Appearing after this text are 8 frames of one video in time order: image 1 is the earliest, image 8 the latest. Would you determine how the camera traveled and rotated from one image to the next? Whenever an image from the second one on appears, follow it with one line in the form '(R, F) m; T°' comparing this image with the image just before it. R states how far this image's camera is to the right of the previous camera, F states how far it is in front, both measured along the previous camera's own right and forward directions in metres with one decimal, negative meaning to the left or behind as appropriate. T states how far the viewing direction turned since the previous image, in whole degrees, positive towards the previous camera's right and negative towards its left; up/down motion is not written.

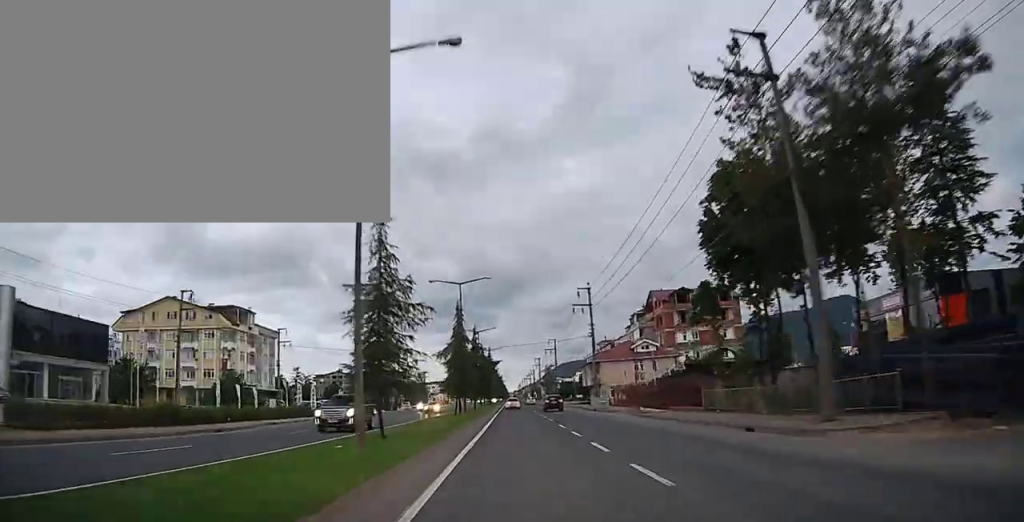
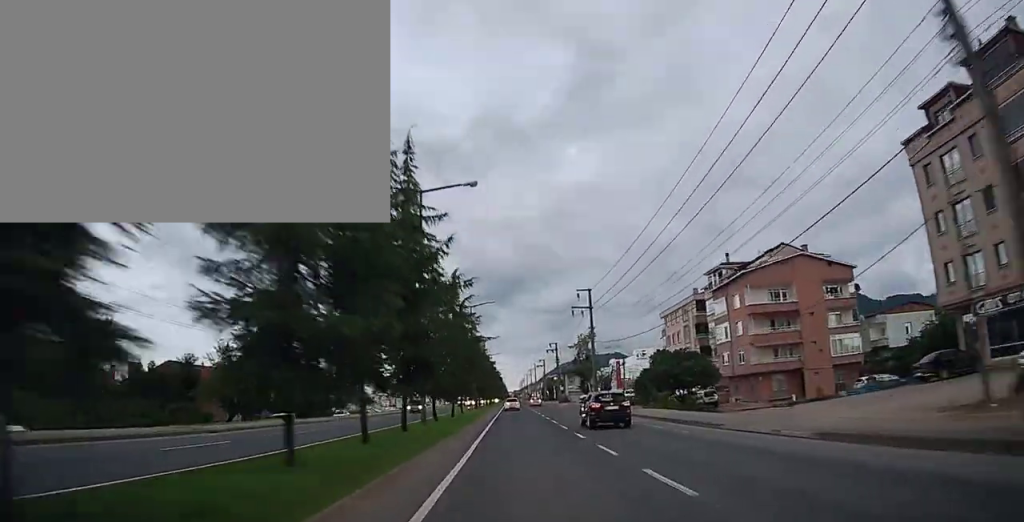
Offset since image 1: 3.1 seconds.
(+0.1, +93.0) m; 0°
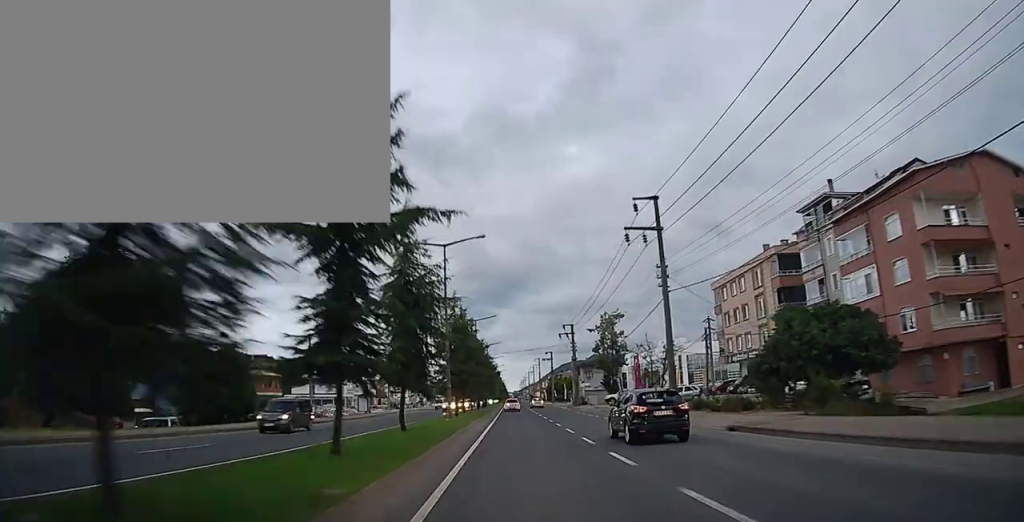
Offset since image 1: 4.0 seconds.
(-0.1, +26.0) m; 0°
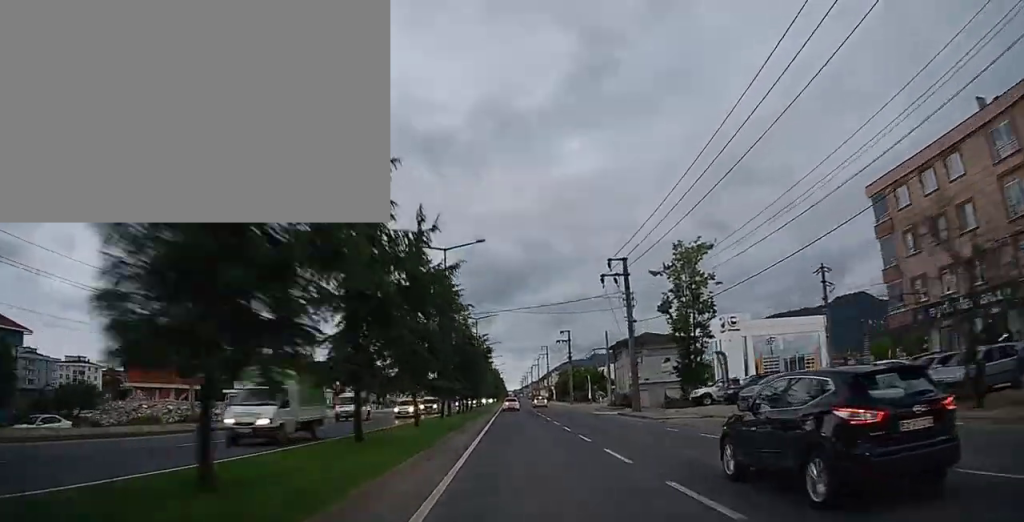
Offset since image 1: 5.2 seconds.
(0.0, +33.6) m; 0°
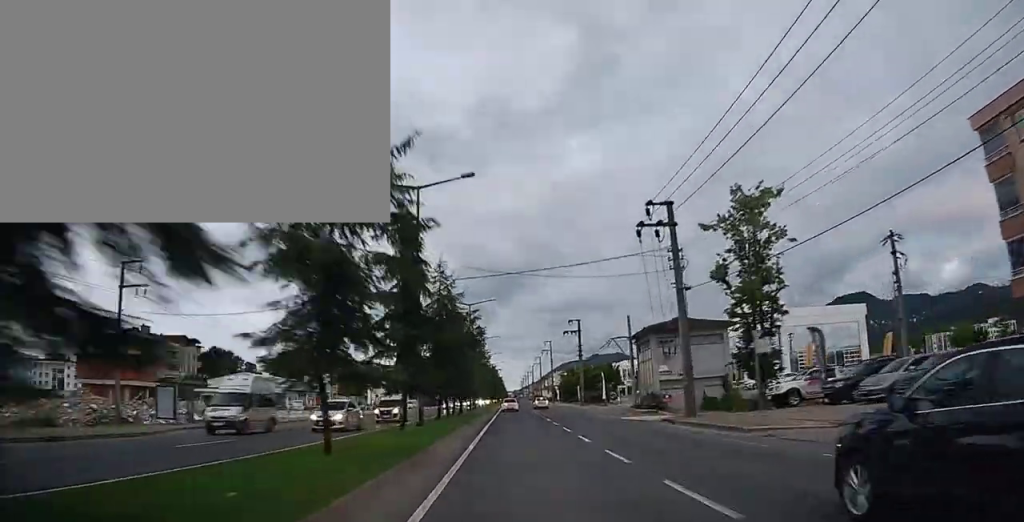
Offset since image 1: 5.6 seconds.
(0.0, +11.5) m; 0°
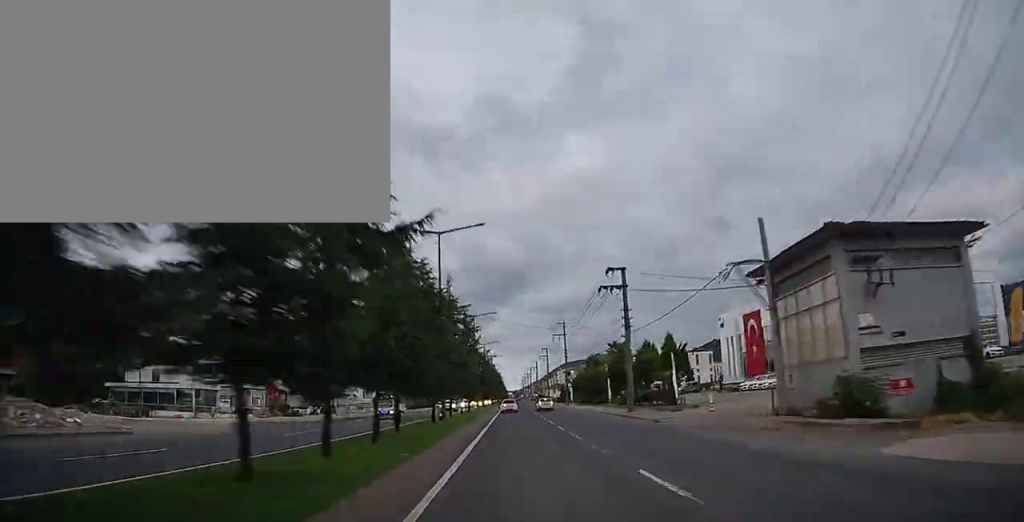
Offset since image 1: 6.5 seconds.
(+0.2, +26.8) m; 0°
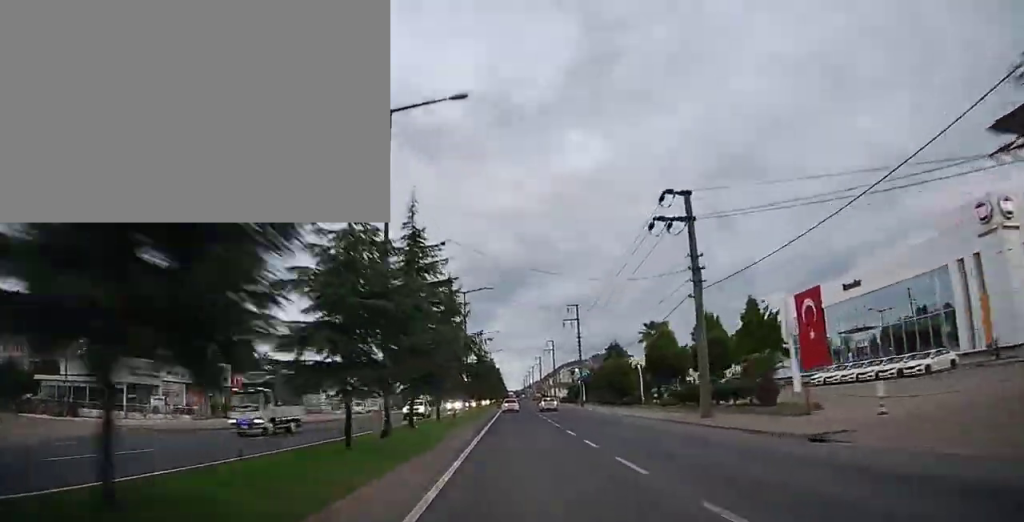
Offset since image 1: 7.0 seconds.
(-0.2, +14.3) m; 0°
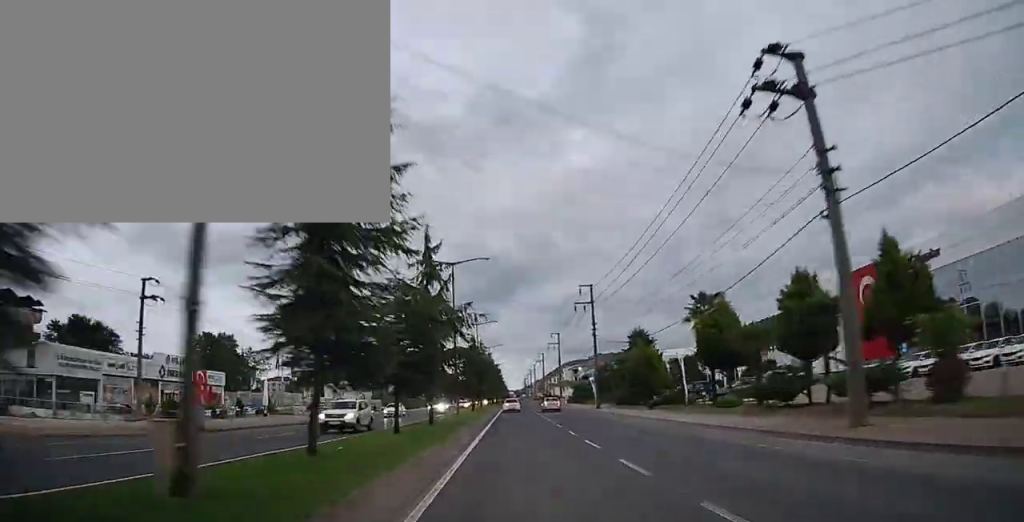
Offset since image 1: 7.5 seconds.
(-0.2, +12.4) m; 0°
